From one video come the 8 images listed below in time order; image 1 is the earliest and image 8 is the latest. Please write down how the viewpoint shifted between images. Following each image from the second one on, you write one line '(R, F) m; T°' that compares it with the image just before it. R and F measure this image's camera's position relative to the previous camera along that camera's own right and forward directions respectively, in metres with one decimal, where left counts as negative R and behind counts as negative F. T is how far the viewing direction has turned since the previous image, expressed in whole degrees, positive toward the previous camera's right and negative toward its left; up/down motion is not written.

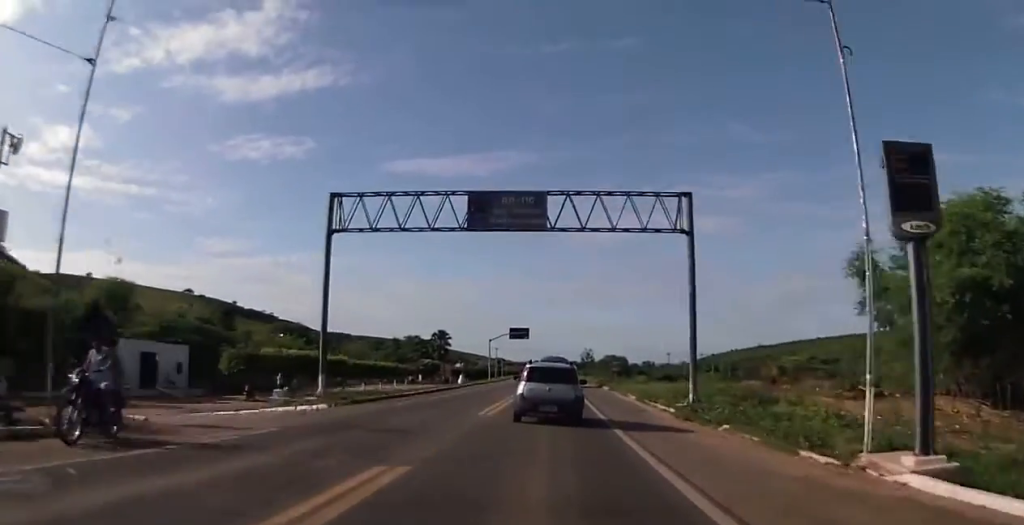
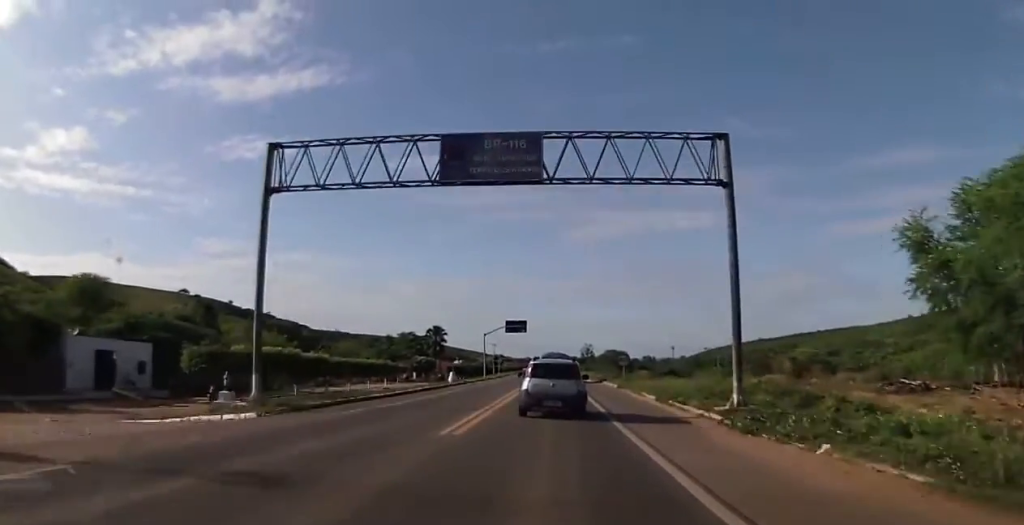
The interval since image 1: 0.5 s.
(0.0, +6.1) m; 0°
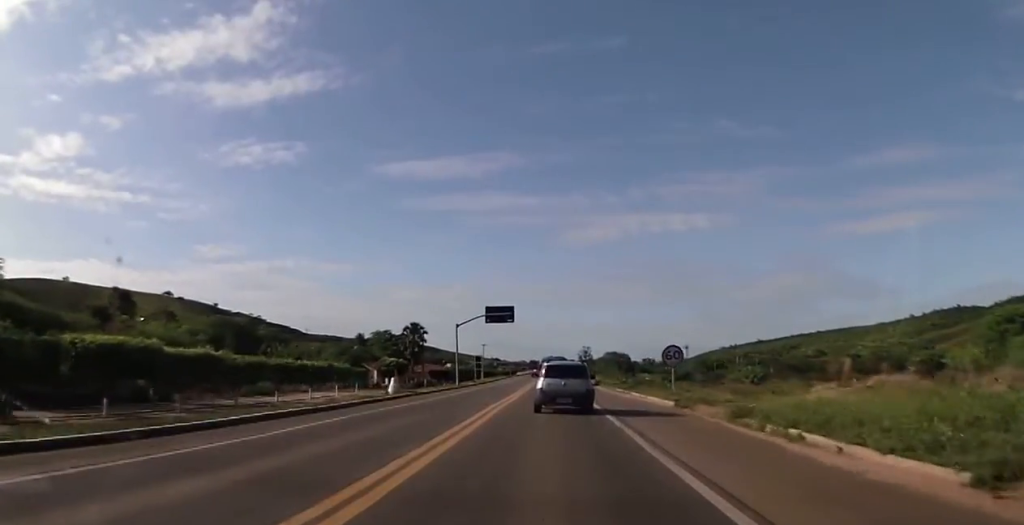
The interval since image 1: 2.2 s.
(+0.3, +20.1) m; +1°
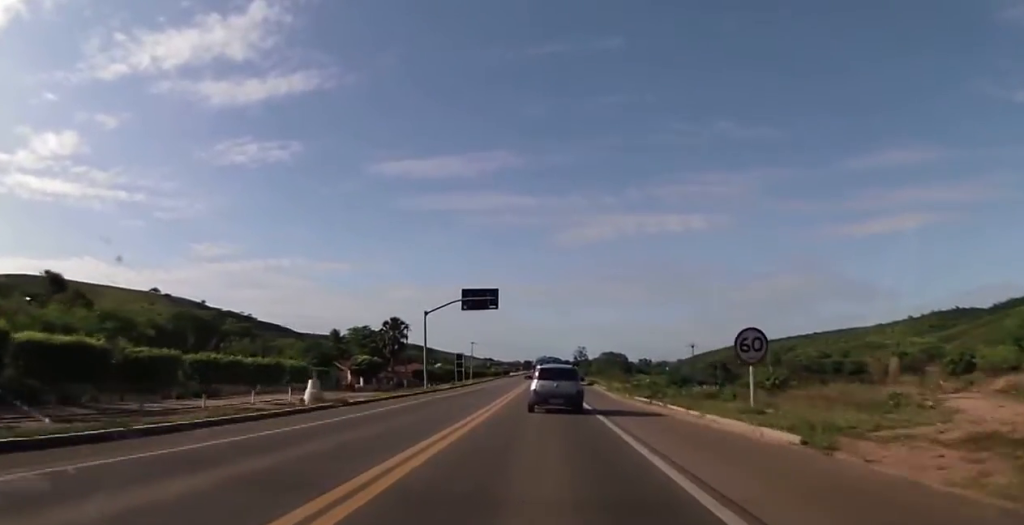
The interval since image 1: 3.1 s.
(0.0, +13.5) m; -1°
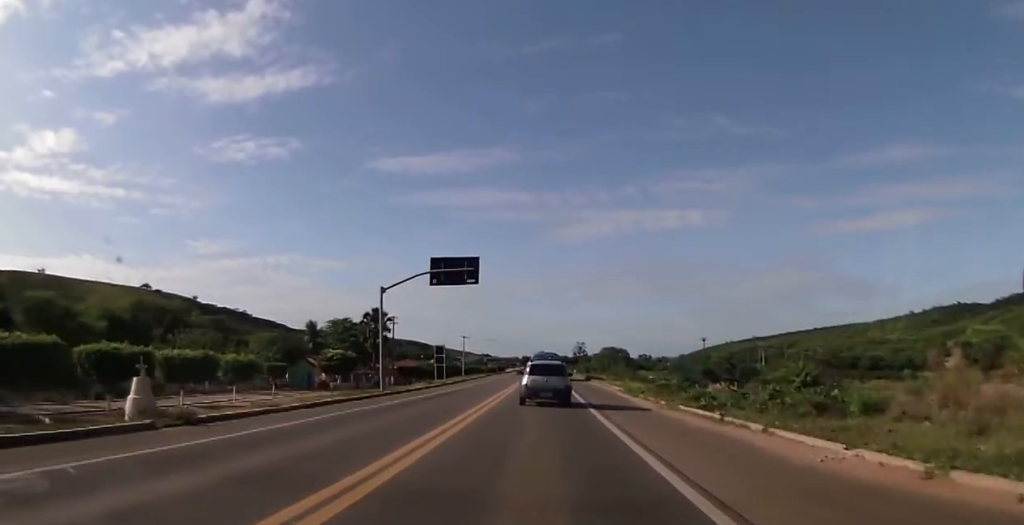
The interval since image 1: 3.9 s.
(-0.1, +12.9) m; 0°
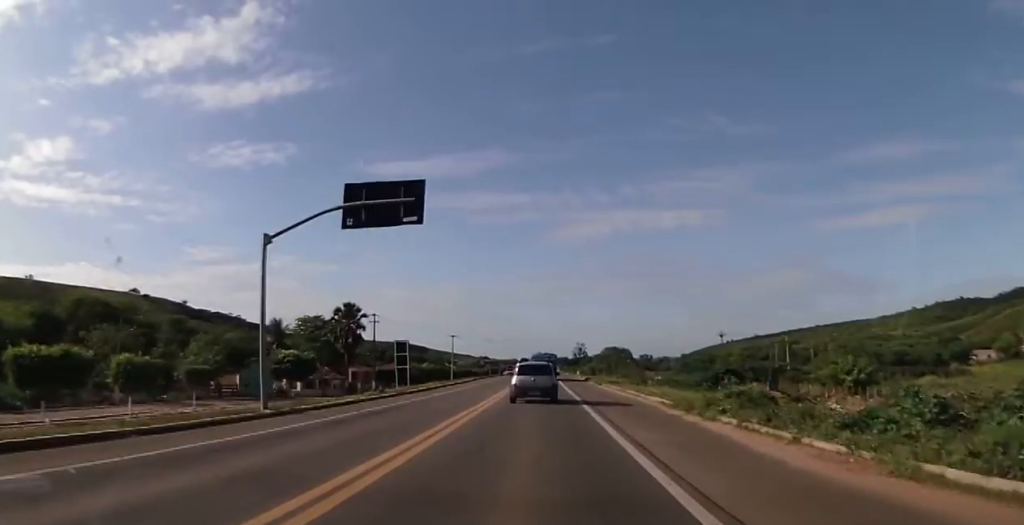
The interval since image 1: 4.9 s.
(0.0, +15.7) m; 0°
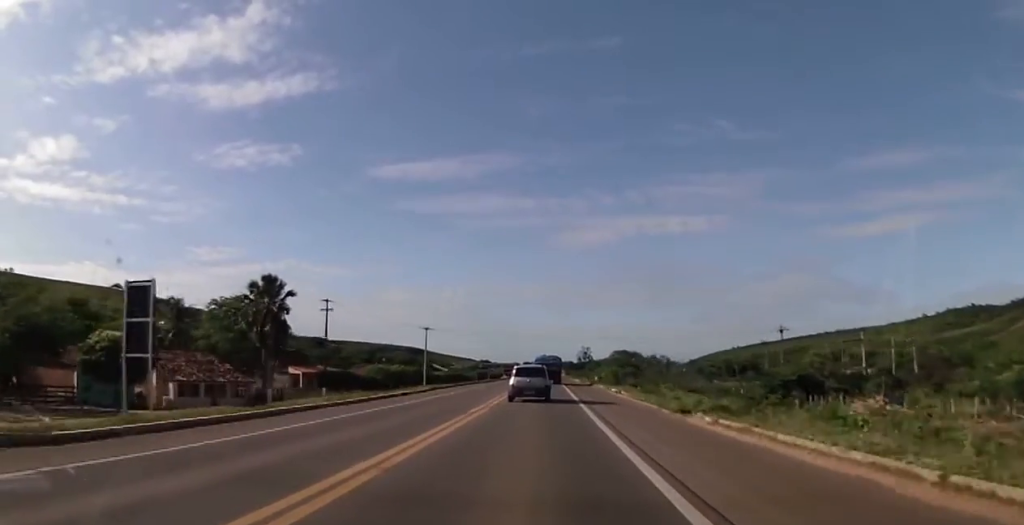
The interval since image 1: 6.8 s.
(+0.2, +30.6) m; +1°
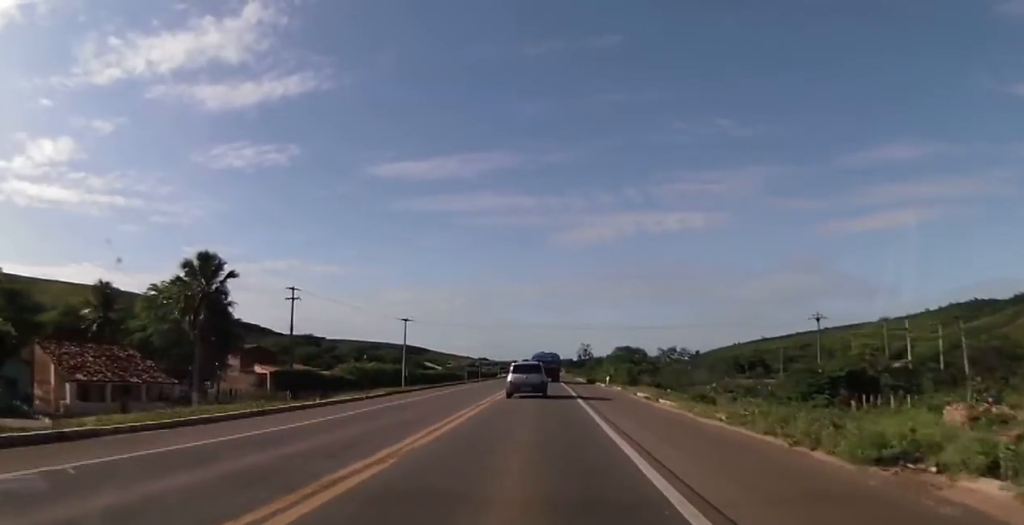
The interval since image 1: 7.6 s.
(+0.2, +13.4) m; 0°
